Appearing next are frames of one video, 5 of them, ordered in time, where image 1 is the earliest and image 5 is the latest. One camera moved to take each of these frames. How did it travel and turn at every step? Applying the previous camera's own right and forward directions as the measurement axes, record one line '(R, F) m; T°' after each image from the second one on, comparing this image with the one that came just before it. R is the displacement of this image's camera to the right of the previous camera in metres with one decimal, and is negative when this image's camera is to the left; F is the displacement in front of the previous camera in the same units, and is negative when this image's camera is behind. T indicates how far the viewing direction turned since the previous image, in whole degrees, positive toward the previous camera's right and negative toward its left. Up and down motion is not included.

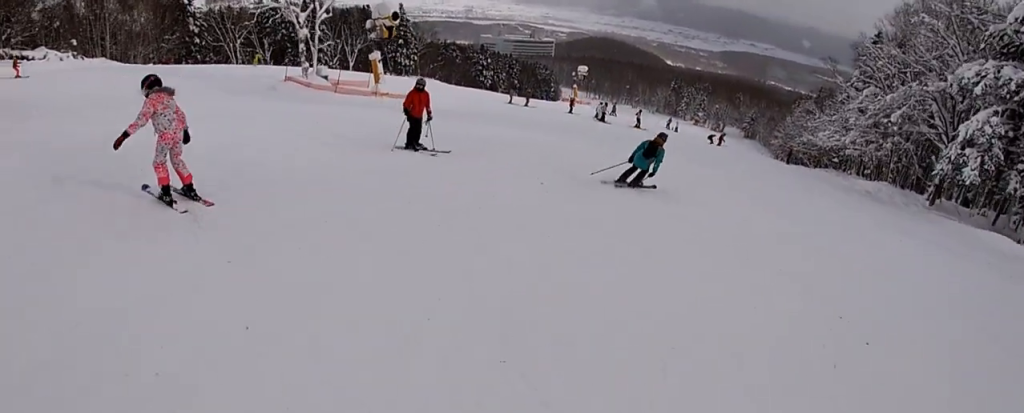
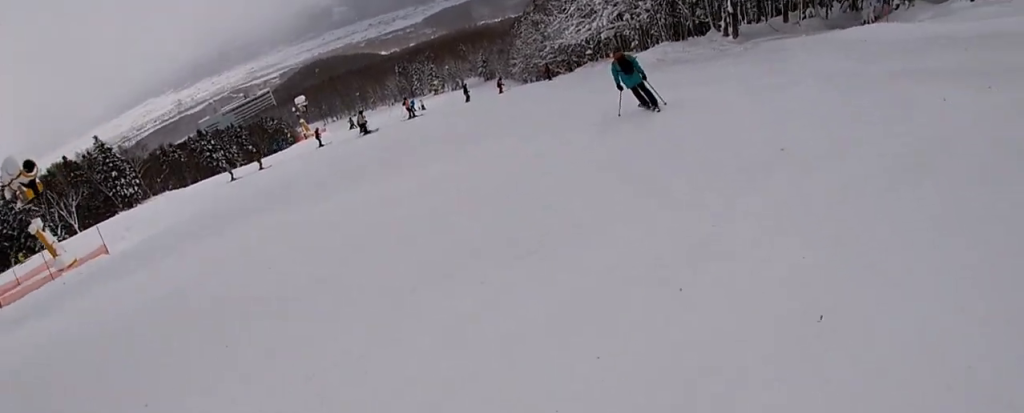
(+1.8, +8.3) m; +11°
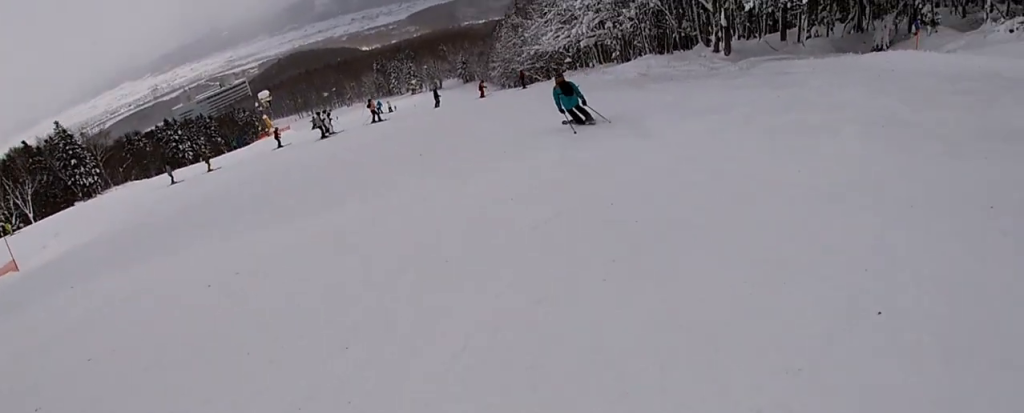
(+0.5, +3.6) m; -8°
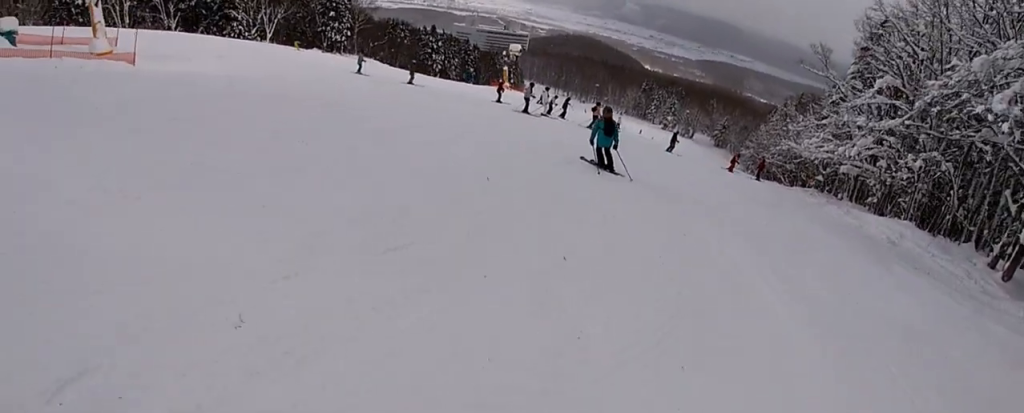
(-1.6, +5.5) m; -28°
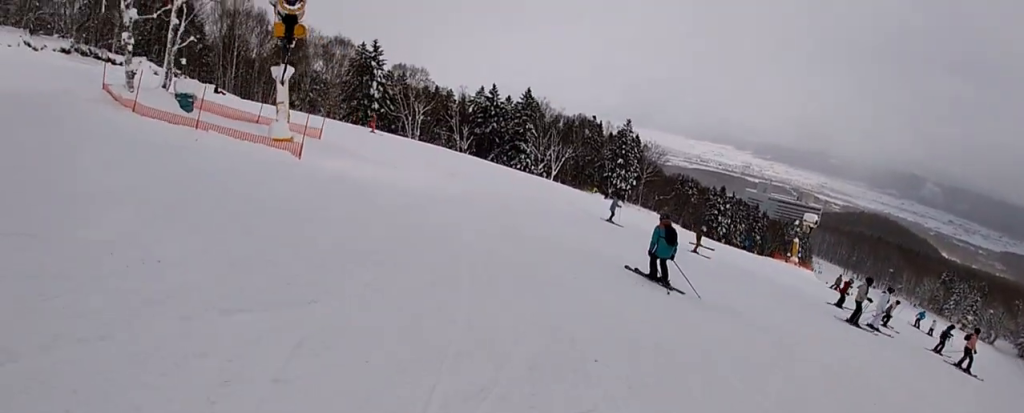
(-2.5, +9.0) m; -25°
